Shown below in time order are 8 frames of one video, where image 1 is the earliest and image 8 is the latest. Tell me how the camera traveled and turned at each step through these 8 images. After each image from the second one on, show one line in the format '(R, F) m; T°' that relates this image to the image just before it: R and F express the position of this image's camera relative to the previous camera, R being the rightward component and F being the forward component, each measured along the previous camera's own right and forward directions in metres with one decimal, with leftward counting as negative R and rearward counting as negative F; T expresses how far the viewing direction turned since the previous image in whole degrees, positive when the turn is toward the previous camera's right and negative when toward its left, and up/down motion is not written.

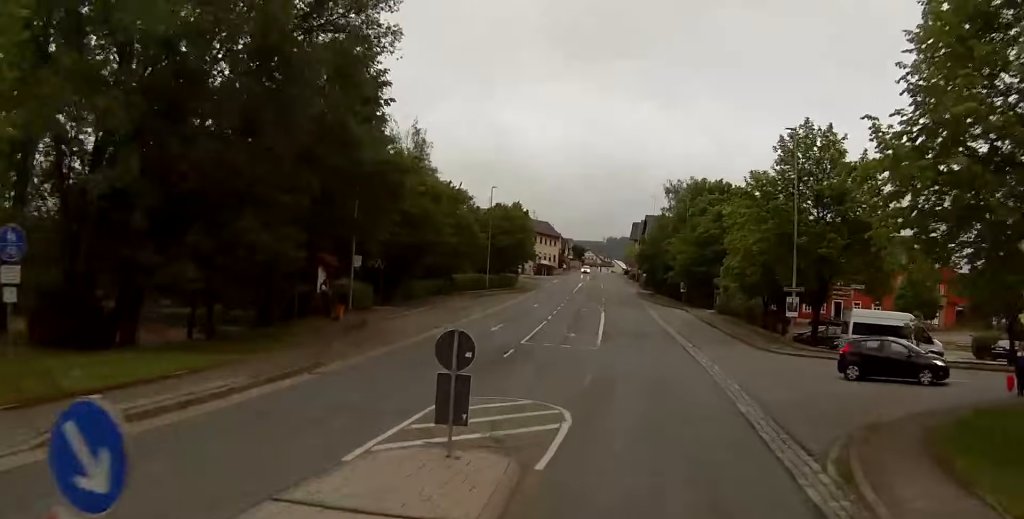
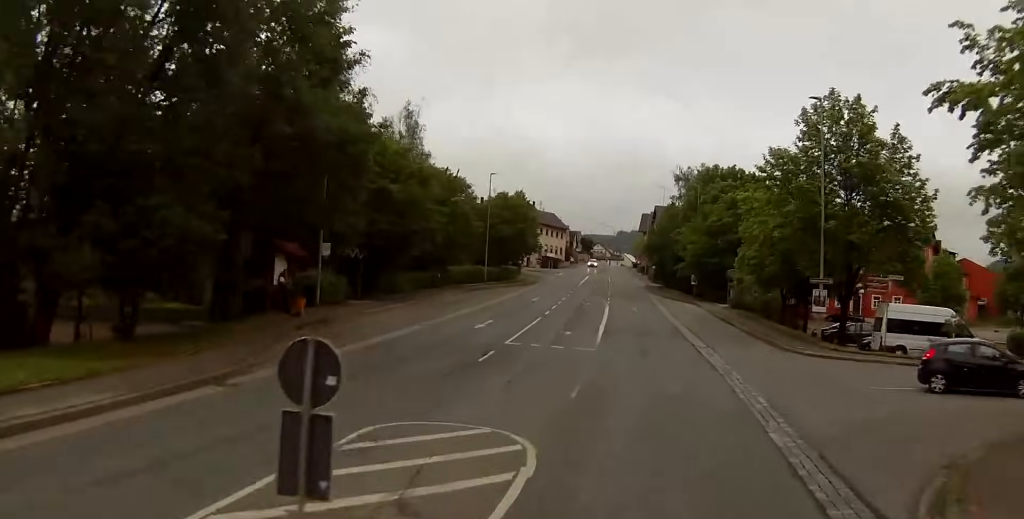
(0.0, +5.4) m; 0°
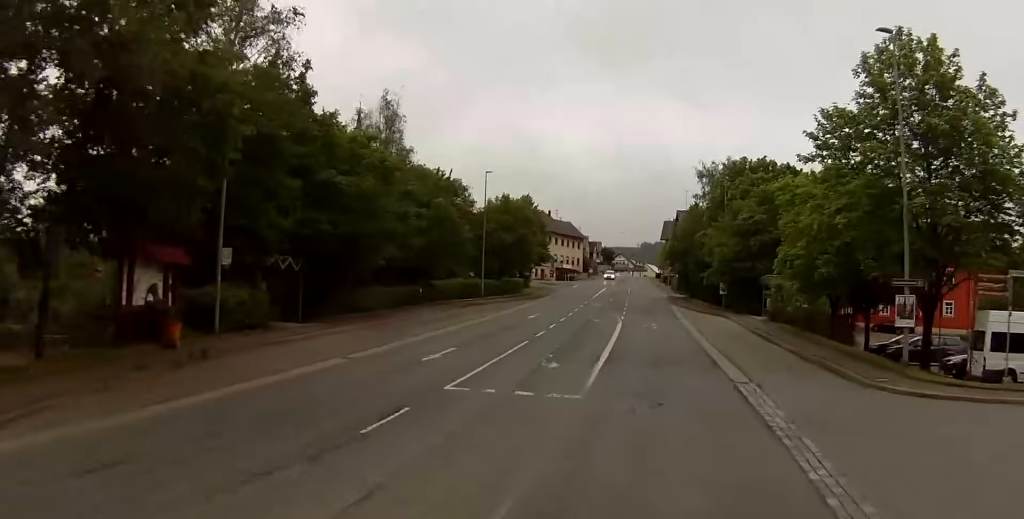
(+0.3, +11.3) m; 0°
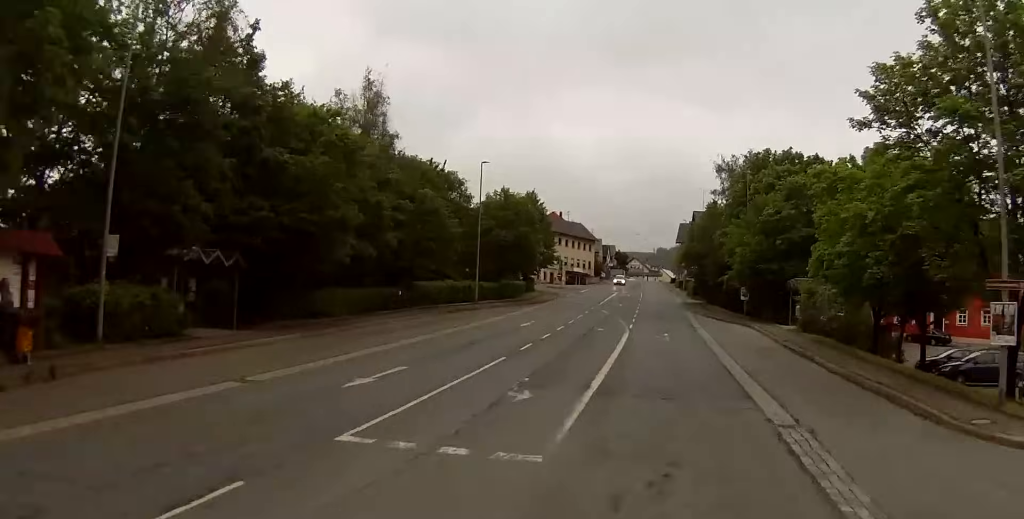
(-0.2, +7.5) m; -3°
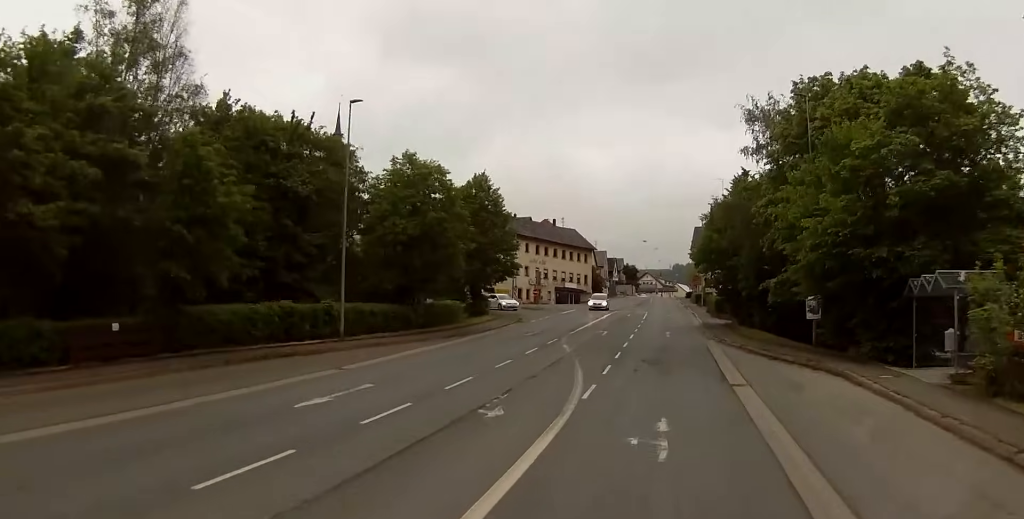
(-1.3, +28.2) m; -3°
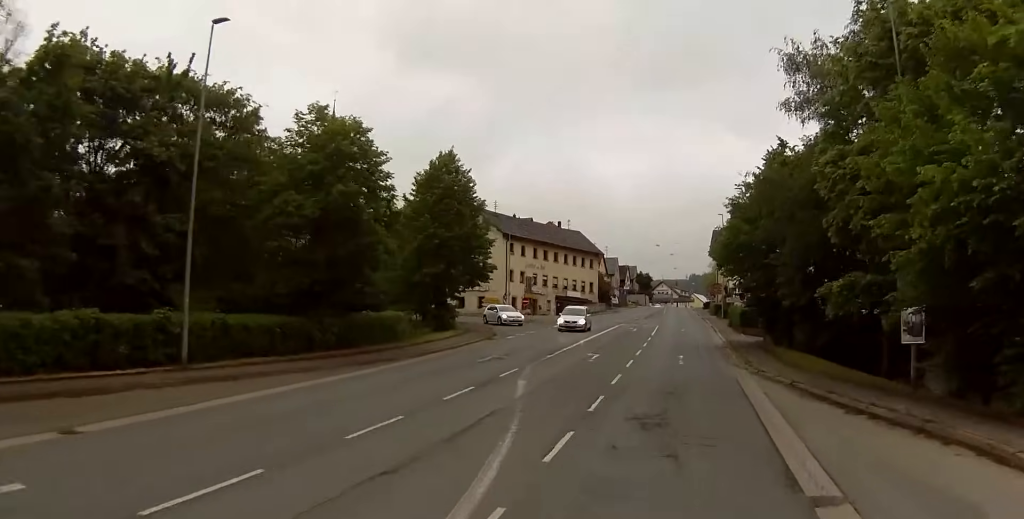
(-0.3, +13.4) m; -2°
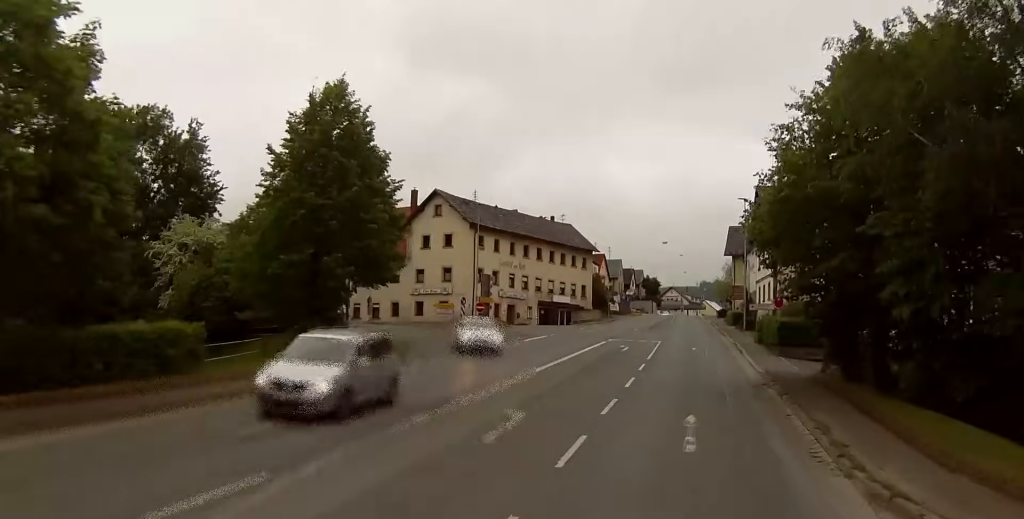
(-0.1, +18.4) m; -1°
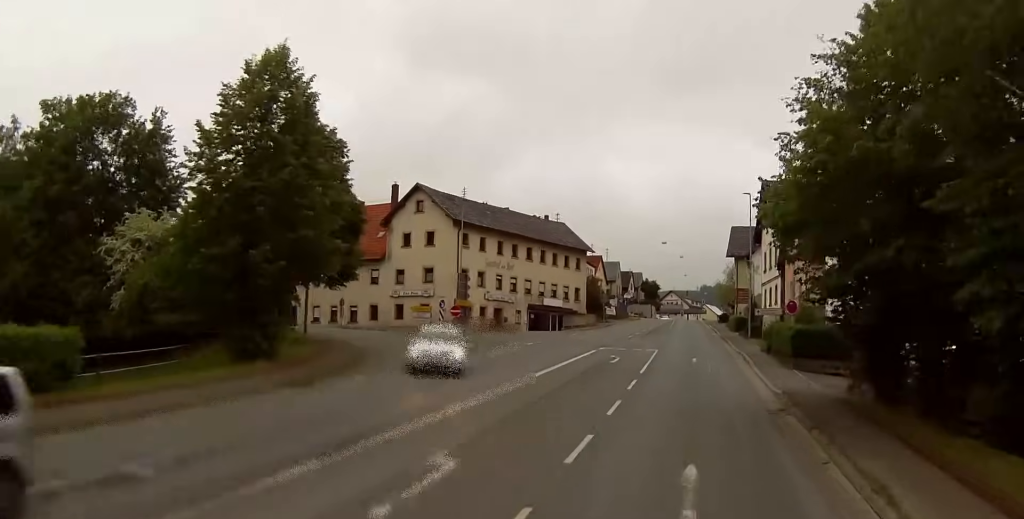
(0.0, +5.4) m; 0°
